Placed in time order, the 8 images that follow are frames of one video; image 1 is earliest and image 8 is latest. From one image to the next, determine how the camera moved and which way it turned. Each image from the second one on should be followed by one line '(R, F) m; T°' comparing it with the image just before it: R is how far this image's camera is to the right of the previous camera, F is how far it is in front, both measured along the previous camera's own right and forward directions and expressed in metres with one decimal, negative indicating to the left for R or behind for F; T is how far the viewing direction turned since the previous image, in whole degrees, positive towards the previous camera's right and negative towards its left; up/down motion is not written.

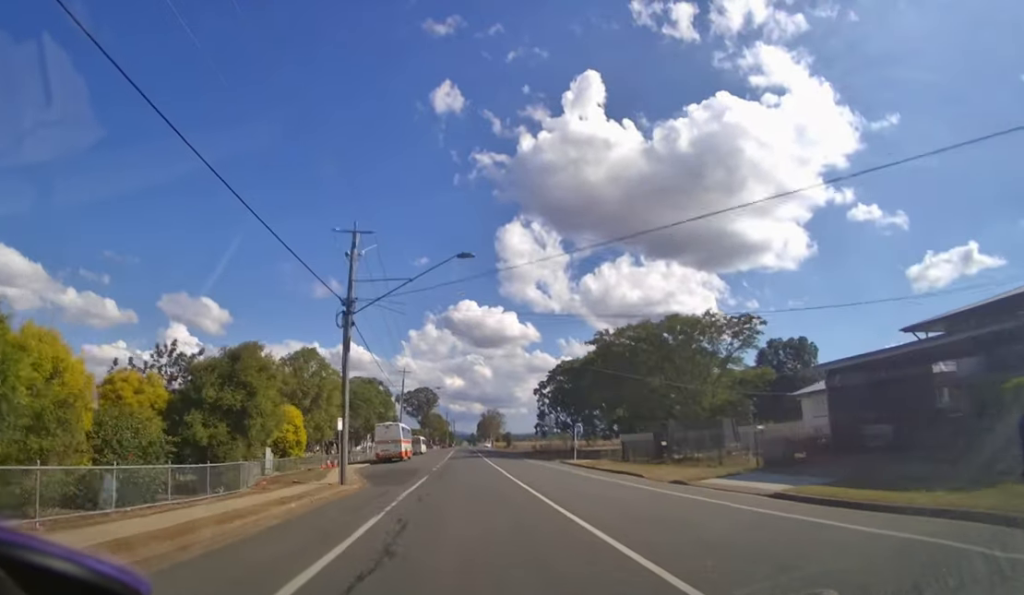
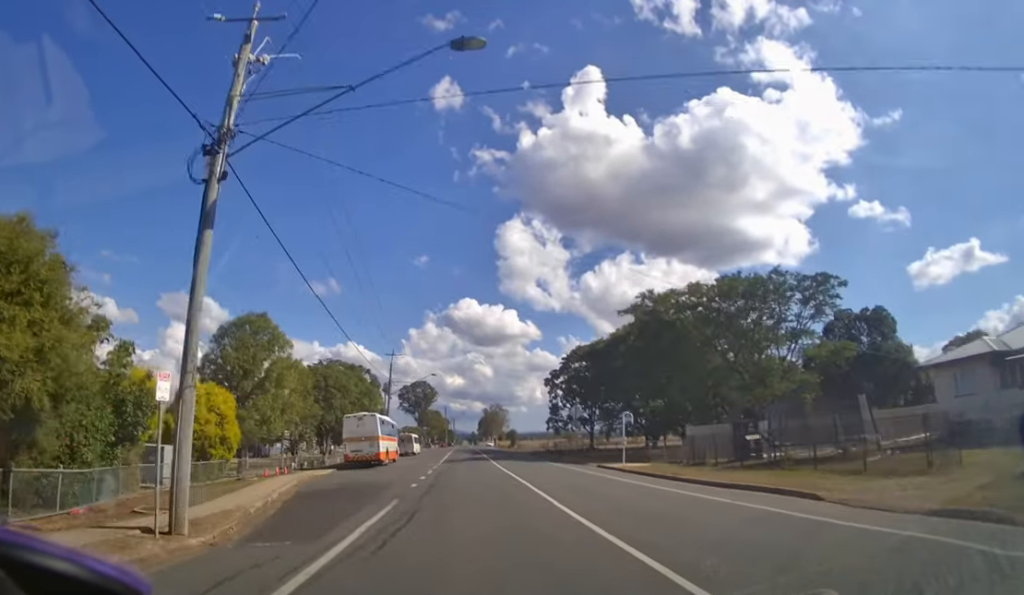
(0.0, +12.6) m; 0°
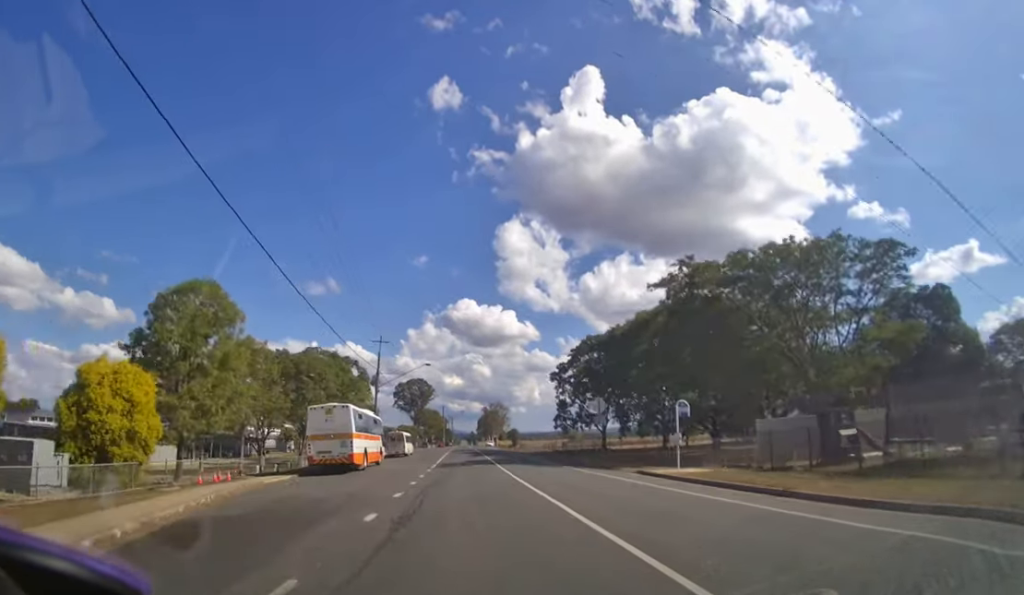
(0.0, +7.2) m; 0°
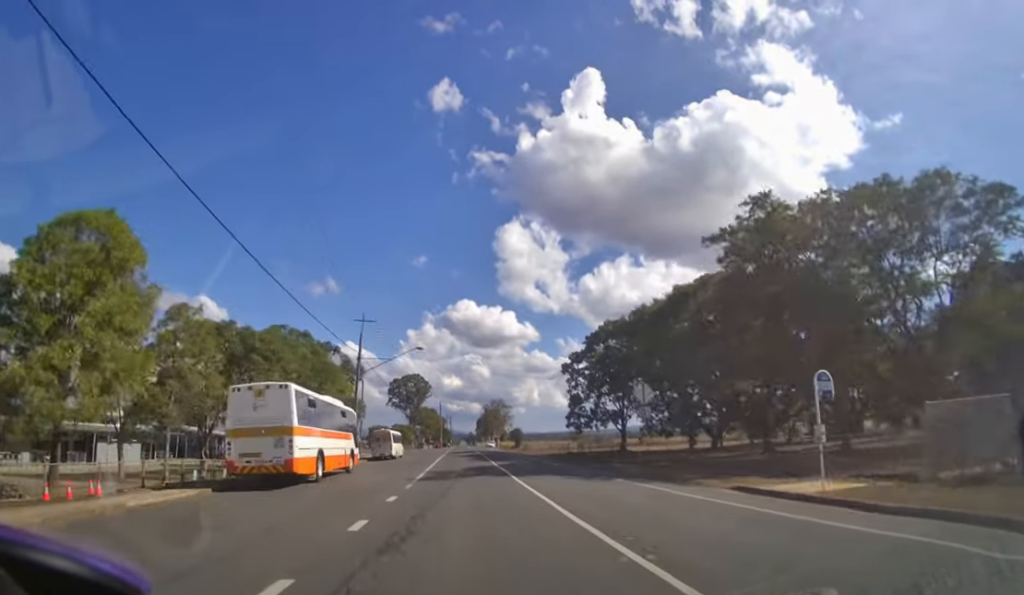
(0.0, +8.2) m; 0°
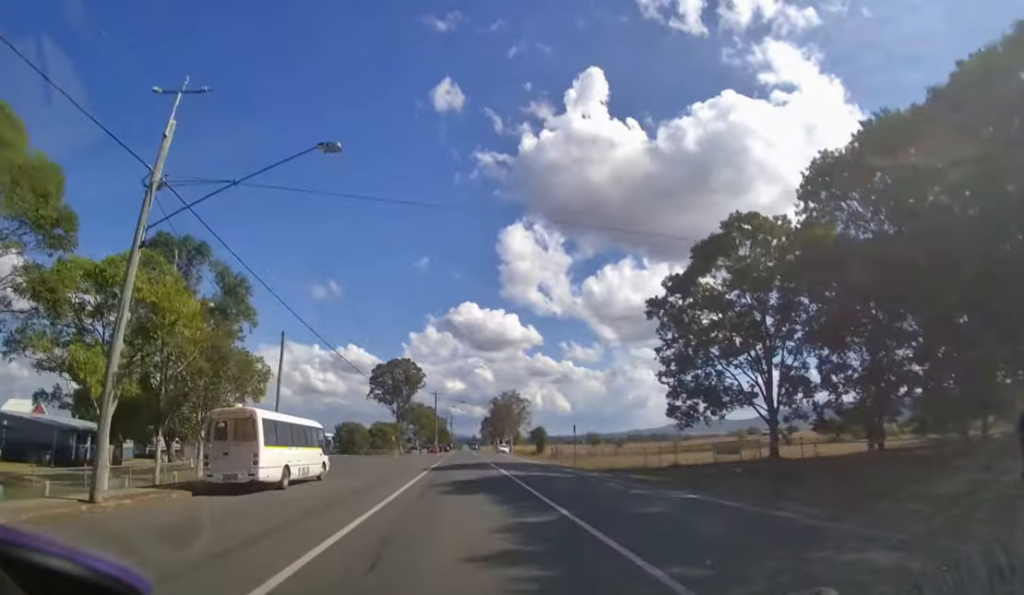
(+0.1, +26.3) m; 0°
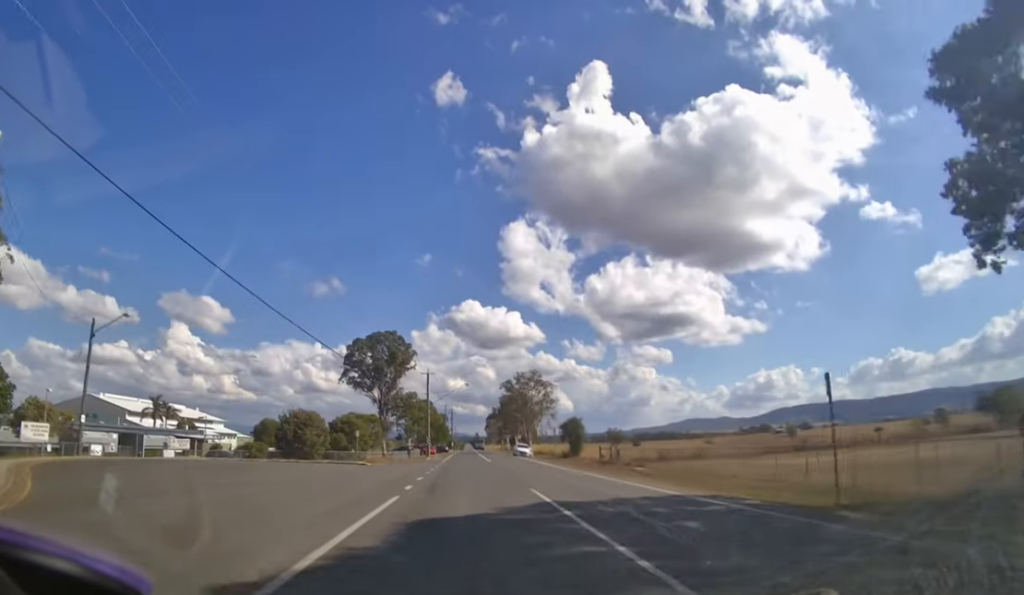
(-0.1, +20.1) m; 0°
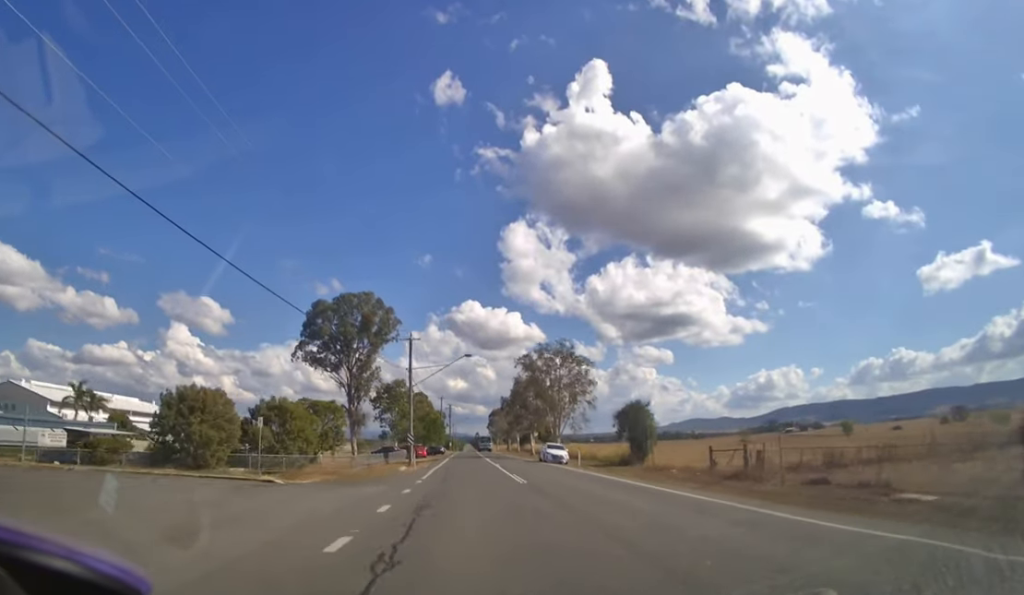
(0.0, +20.2) m; 0°
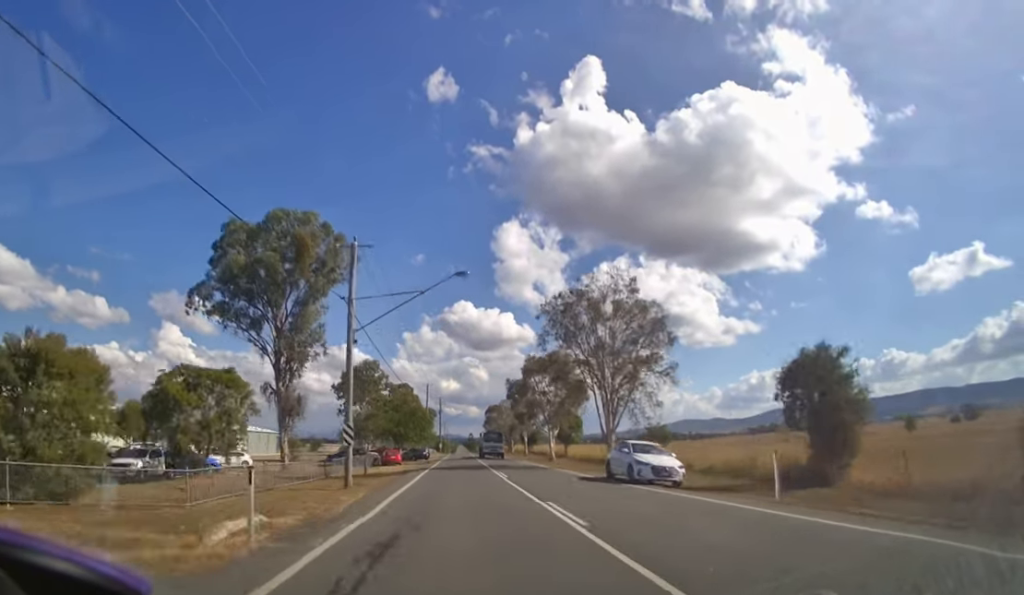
(0.0, +21.4) m; 0°
